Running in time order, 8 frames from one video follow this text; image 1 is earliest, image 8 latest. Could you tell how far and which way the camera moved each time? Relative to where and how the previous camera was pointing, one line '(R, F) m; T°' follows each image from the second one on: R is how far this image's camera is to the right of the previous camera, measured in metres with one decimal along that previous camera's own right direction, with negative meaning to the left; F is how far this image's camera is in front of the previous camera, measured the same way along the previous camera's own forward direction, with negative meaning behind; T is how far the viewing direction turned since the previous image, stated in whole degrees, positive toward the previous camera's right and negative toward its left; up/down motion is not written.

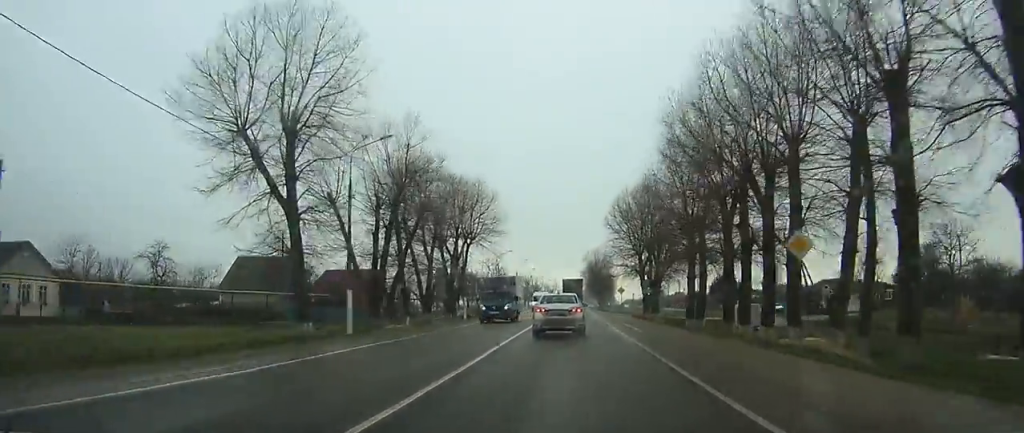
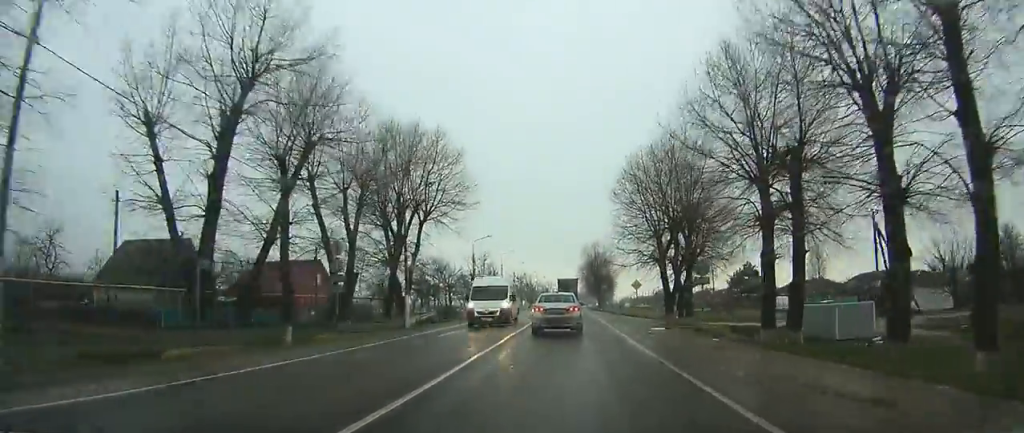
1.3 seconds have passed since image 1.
(+0.1, +20.1) m; 0°
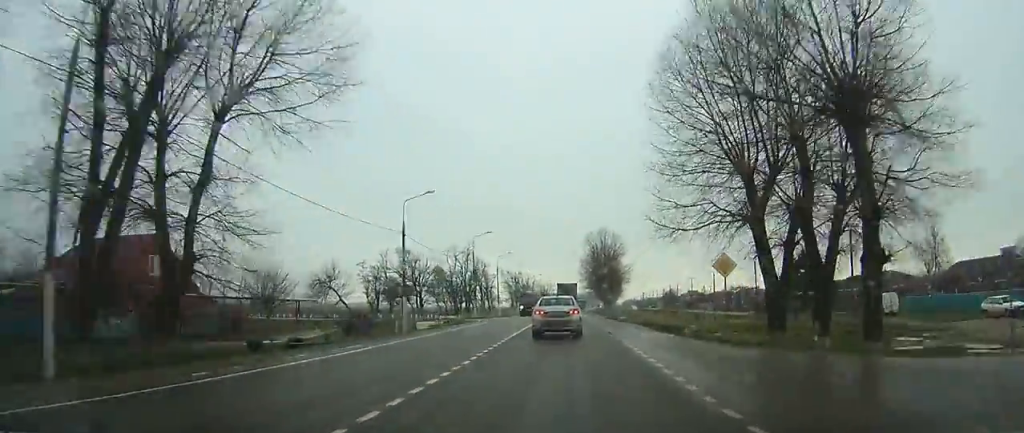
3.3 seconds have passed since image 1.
(0.0, +29.7) m; -1°
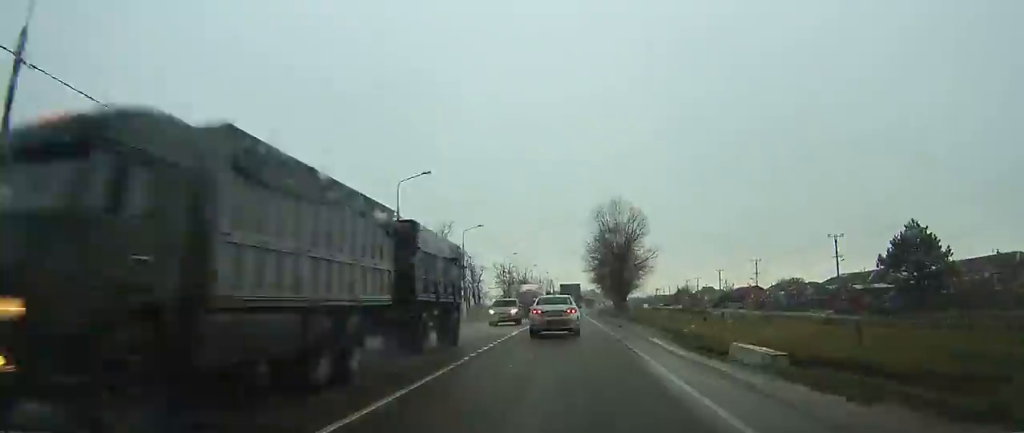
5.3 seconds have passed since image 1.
(-0.4, +31.4) m; -1°
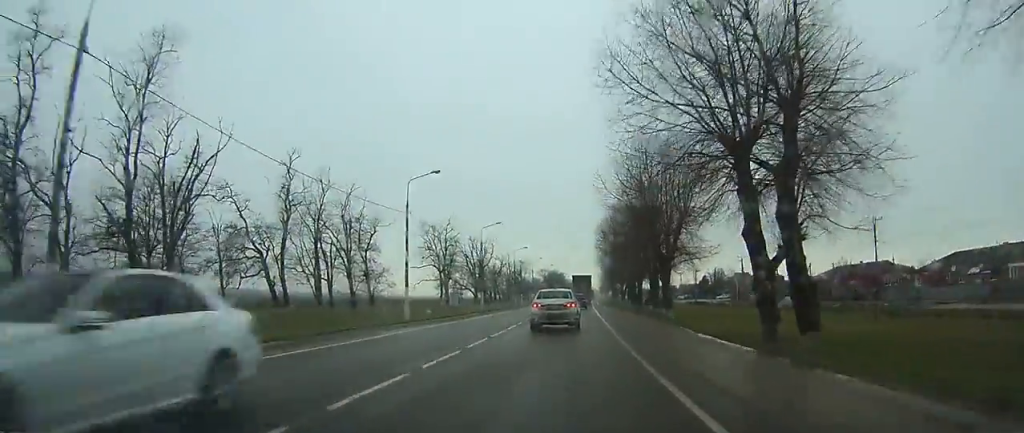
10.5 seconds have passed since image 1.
(+1.2, +84.0) m; +3°
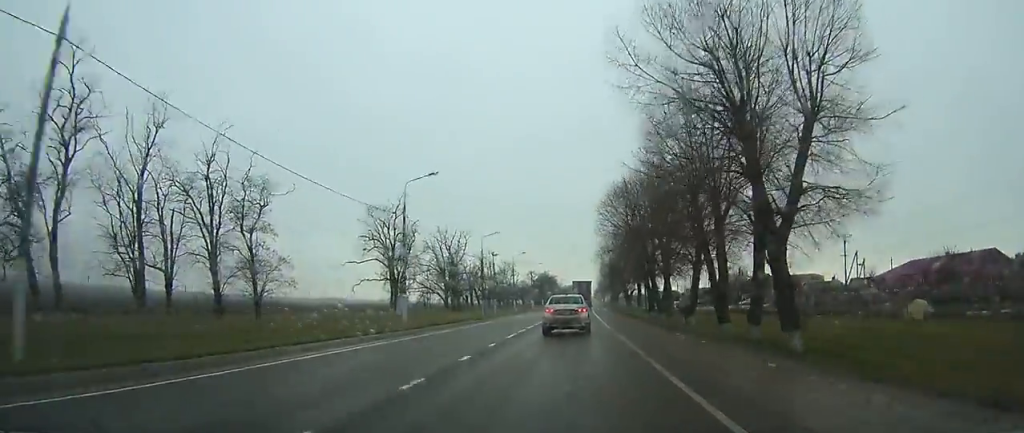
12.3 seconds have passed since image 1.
(+0.6, +30.5) m; +1°
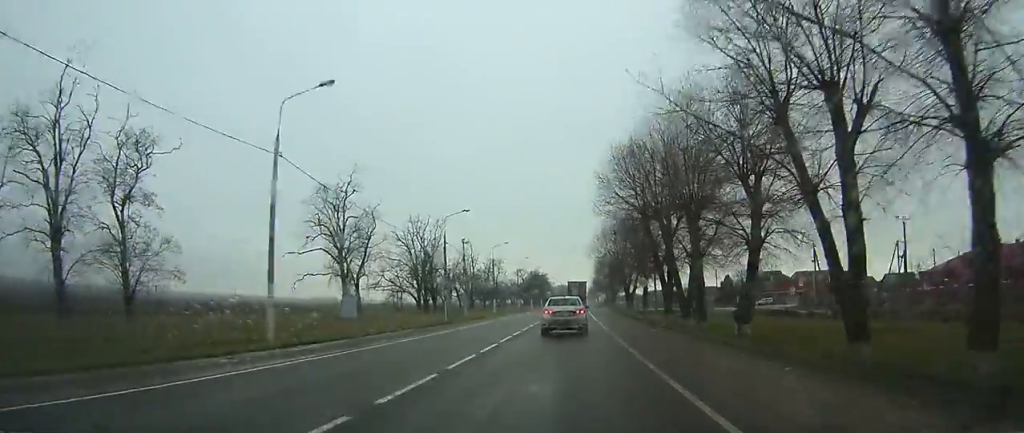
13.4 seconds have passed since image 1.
(+0.1, +17.4) m; 0°
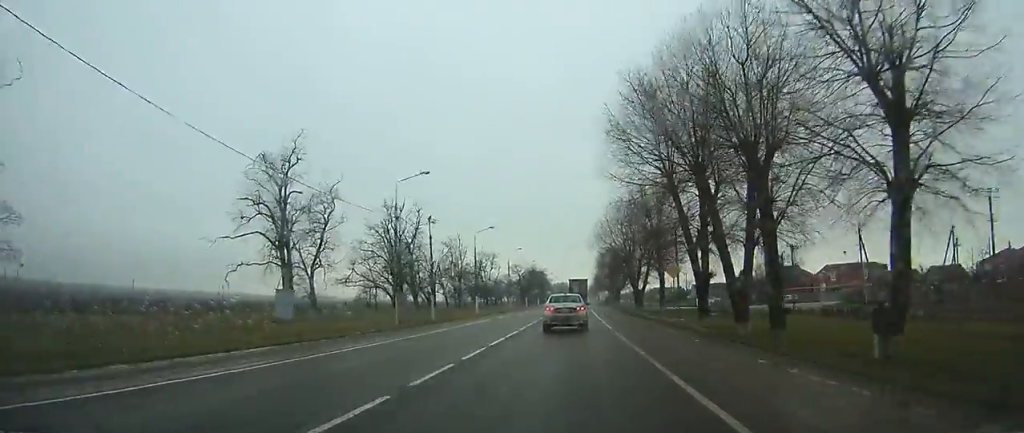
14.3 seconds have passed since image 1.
(+0.1, +15.3) m; 0°
